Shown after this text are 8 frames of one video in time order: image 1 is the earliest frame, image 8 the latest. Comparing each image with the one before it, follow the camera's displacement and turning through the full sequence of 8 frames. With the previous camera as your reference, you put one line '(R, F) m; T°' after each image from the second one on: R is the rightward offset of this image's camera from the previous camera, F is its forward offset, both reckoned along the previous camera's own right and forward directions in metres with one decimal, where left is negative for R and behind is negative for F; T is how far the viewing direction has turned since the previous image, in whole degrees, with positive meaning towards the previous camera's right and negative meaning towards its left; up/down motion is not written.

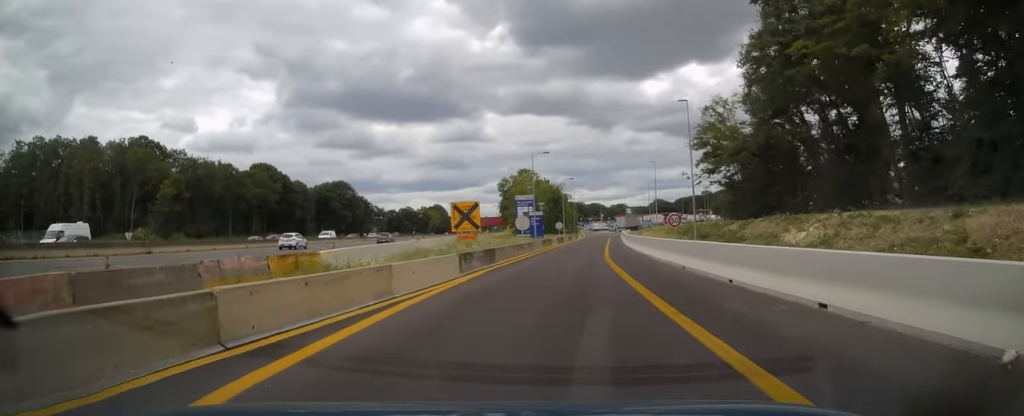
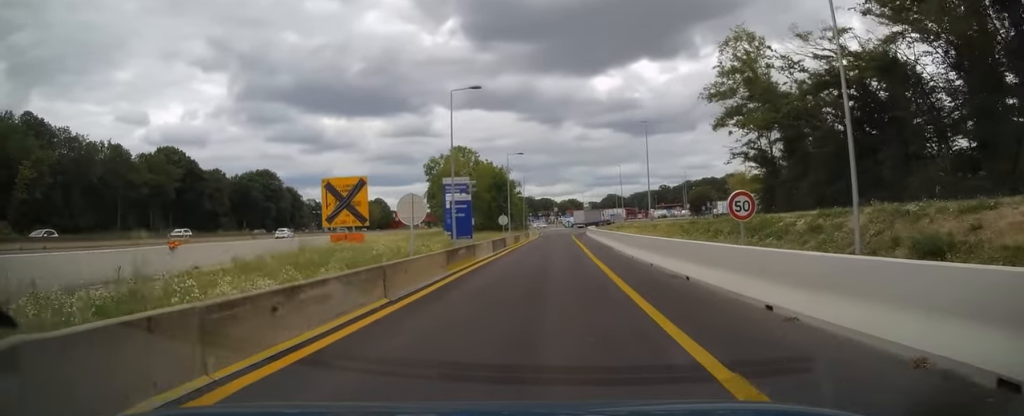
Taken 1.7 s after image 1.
(+1.0, +24.8) m; +4°
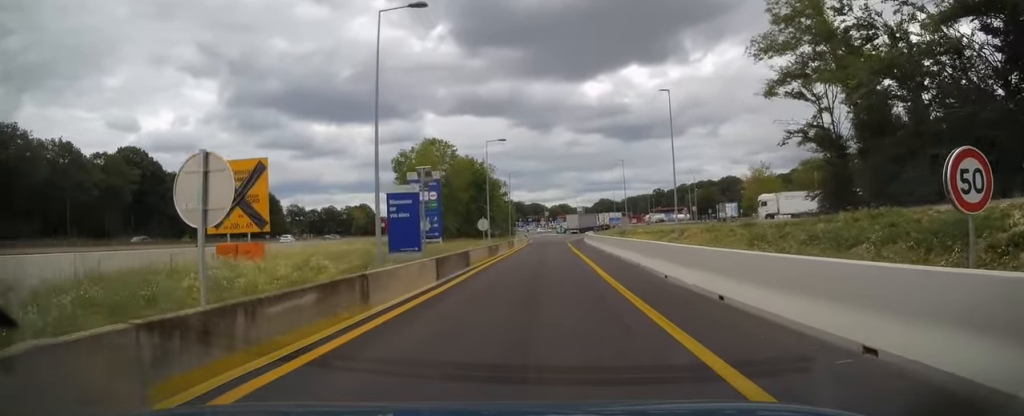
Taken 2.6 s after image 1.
(+0.1, +12.8) m; +1°
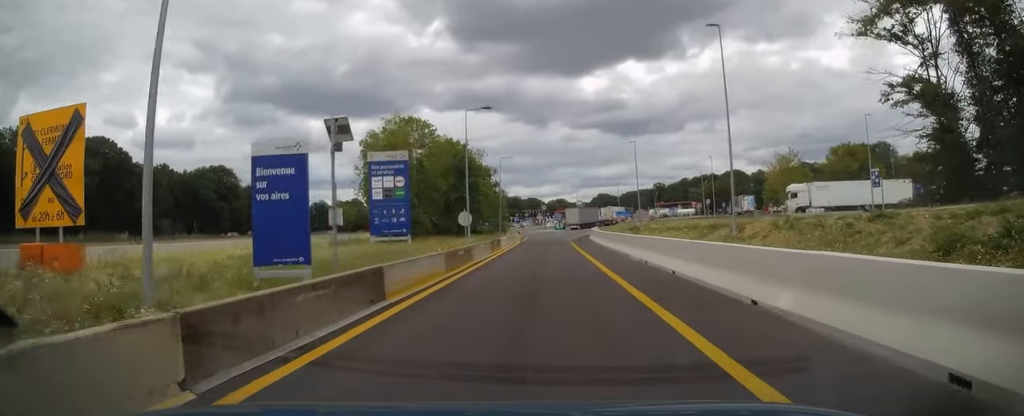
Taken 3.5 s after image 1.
(+0.2, +11.2) m; 0°
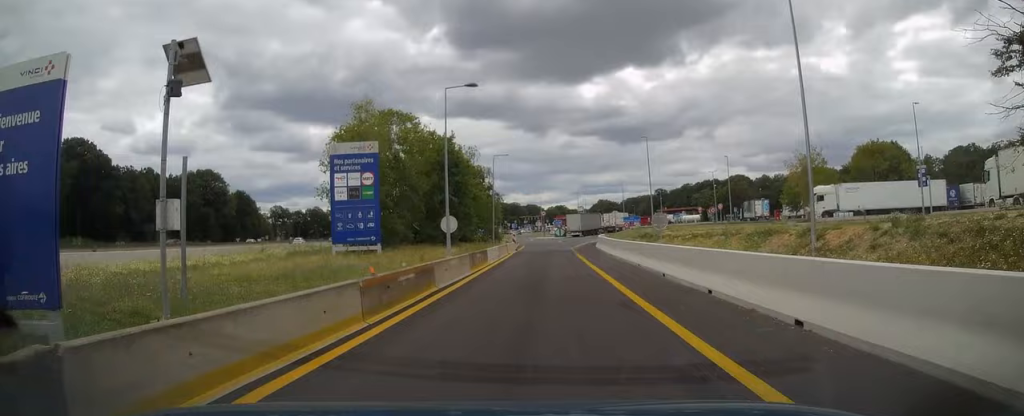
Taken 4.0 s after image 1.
(-0.1, +7.5) m; 0°
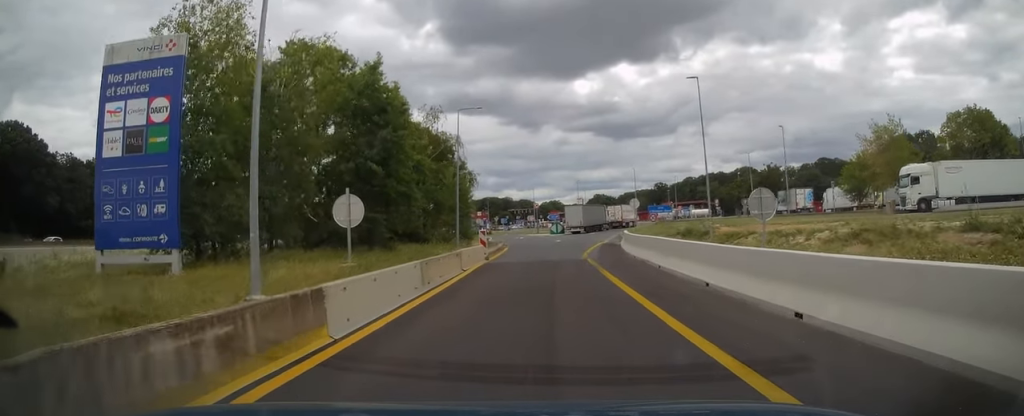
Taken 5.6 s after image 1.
(+0.1, +19.3) m; +1°
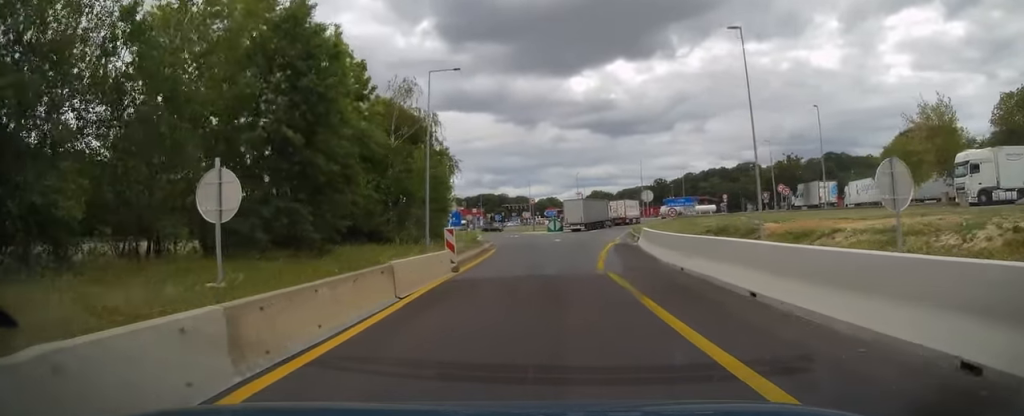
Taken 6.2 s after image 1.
(0.0, +8.0) m; 0°
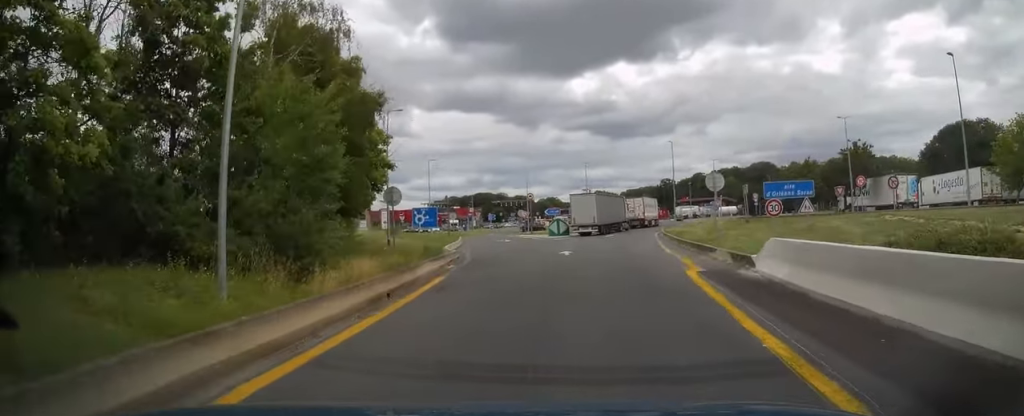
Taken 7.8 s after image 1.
(0.0, +17.5) m; 0°
